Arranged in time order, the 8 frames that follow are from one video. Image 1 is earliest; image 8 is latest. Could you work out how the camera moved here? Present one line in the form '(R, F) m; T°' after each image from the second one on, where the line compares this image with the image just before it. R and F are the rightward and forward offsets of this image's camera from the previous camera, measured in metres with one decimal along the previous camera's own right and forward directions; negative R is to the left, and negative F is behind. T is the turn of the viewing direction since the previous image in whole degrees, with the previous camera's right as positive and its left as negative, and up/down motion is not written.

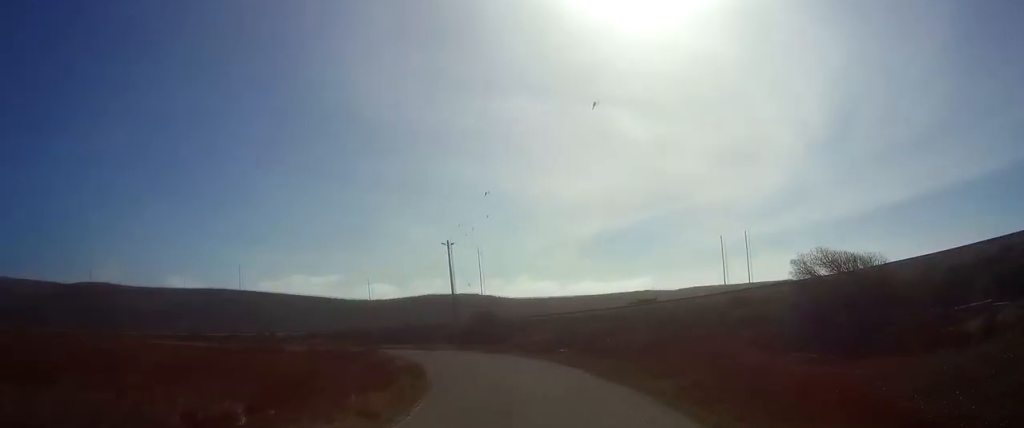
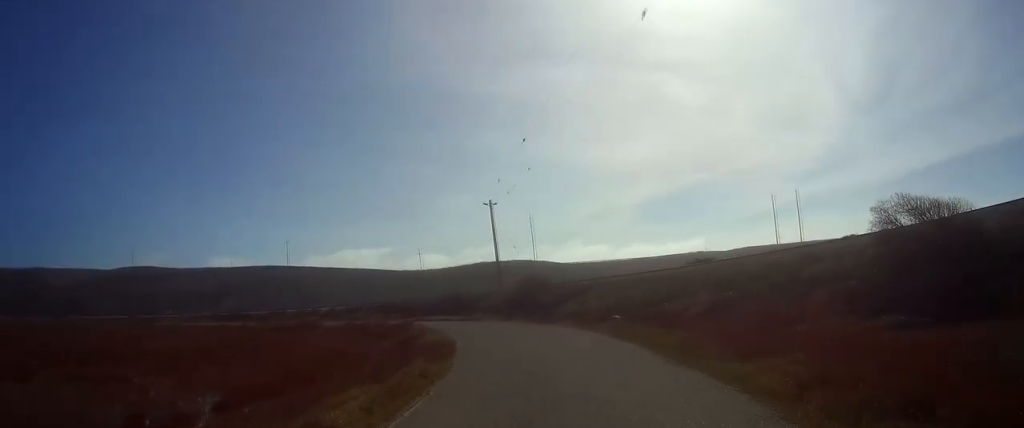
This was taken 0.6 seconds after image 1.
(0.0, +4.9) m; -3°
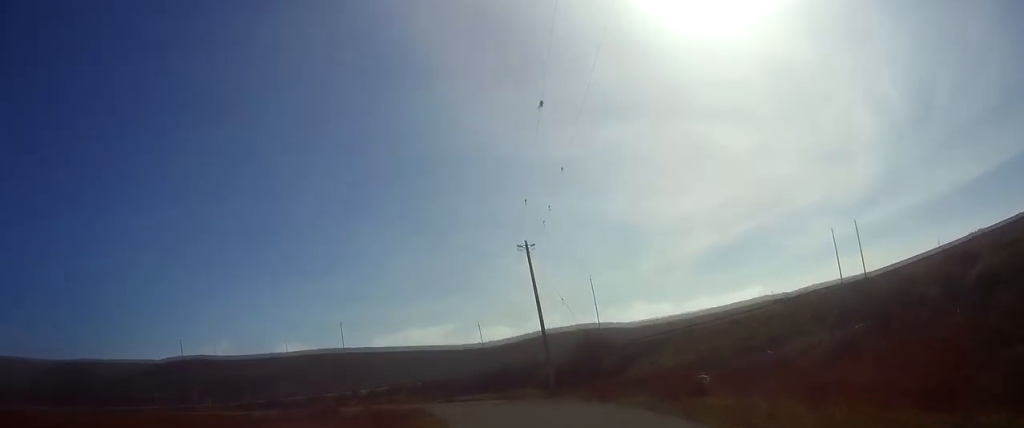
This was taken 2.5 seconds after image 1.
(-0.9, +14.1) m; -5°
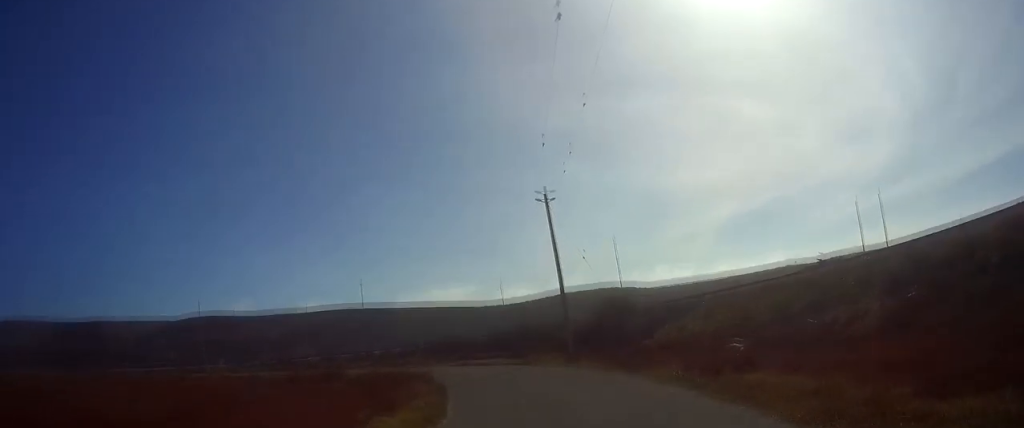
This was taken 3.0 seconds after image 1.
(-0.1, +4.1) m; -1°
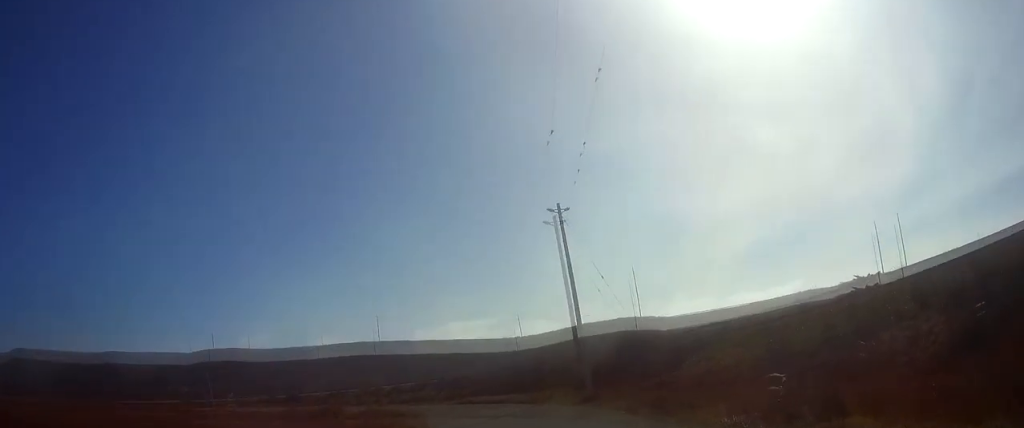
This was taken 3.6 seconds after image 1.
(0.0, +5.0) m; -2°
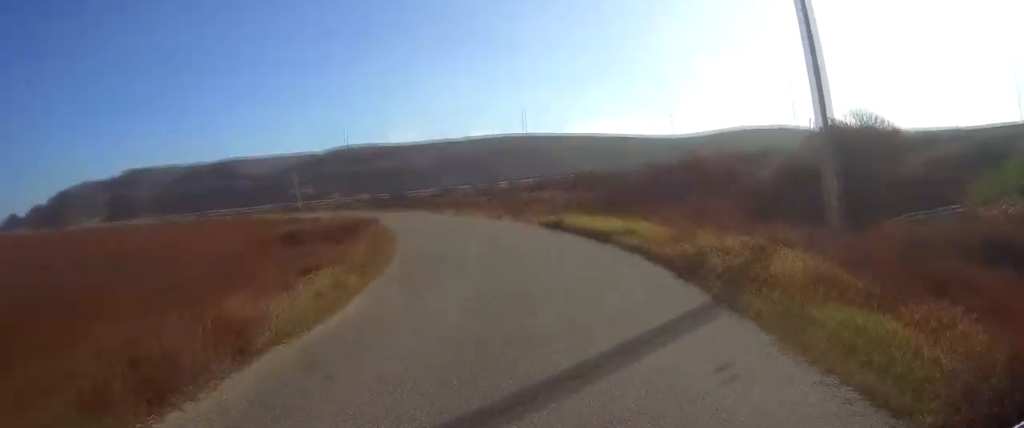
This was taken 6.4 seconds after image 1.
(-3.1, +23.0) m; -18°
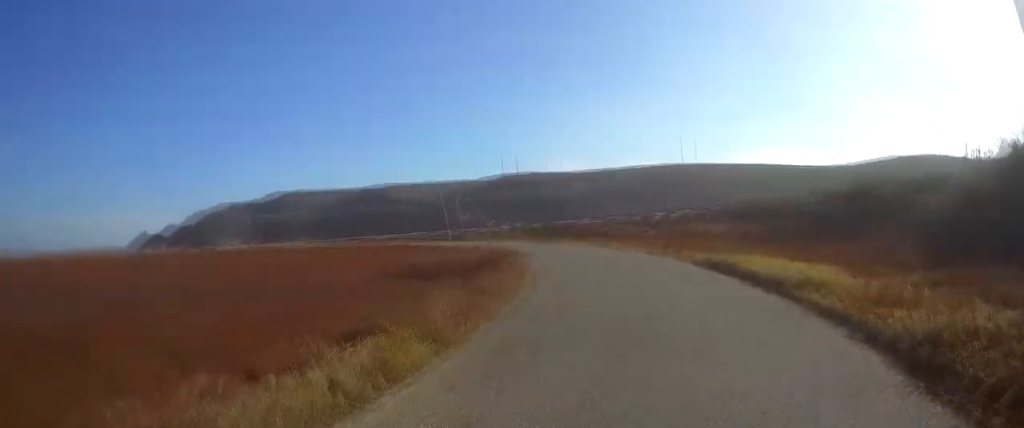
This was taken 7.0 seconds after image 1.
(-0.2, +4.4) m; -4°
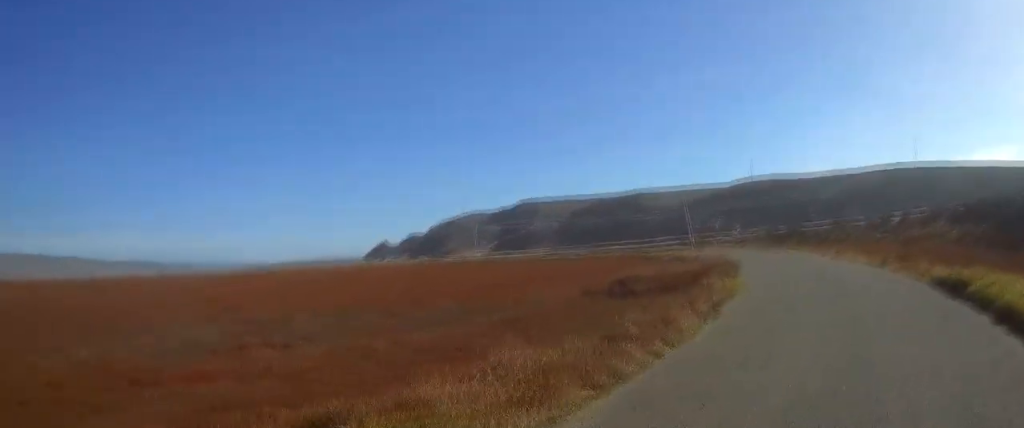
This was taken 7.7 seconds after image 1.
(-0.2, +5.4) m; -4°
